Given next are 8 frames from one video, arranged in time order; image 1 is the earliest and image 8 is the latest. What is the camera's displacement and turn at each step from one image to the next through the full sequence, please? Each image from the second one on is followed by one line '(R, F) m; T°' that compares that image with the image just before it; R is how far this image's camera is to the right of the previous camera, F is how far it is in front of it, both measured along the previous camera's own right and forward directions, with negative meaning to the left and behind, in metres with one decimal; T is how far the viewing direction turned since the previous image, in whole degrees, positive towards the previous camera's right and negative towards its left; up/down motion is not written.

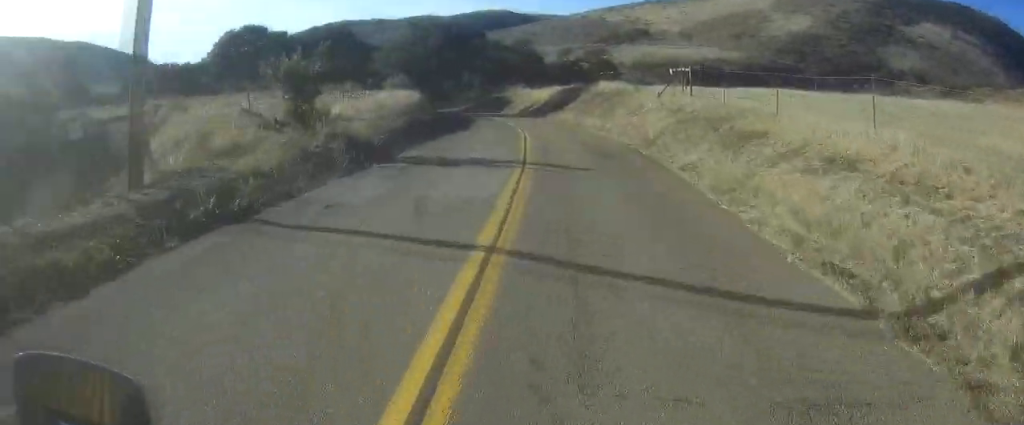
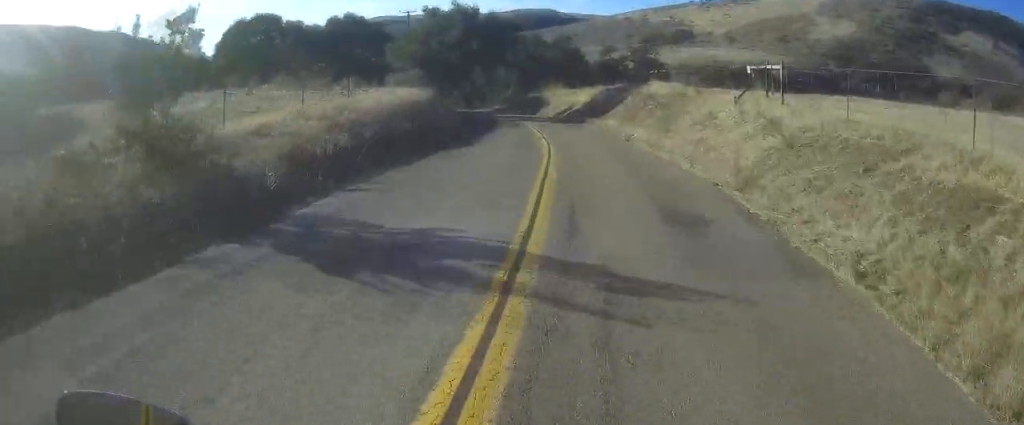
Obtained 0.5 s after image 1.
(+0.2, +9.4) m; -2°
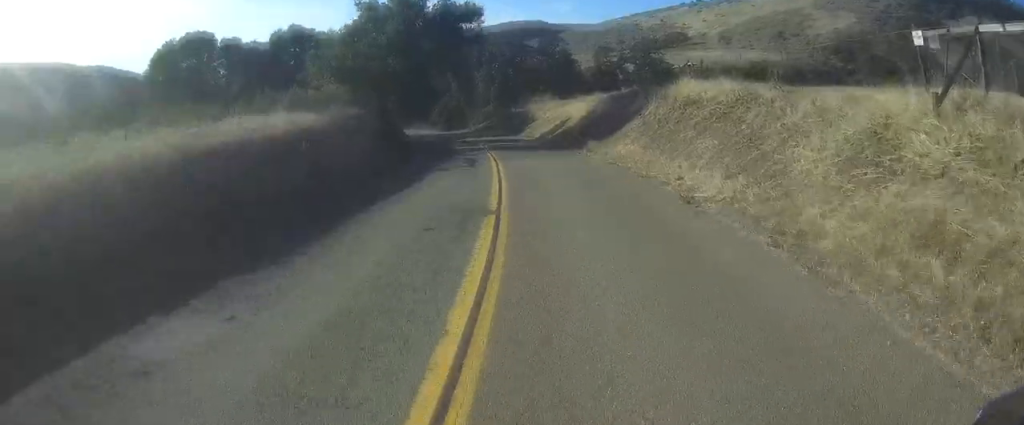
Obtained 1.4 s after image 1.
(-1.0, +15.2) m; -4°
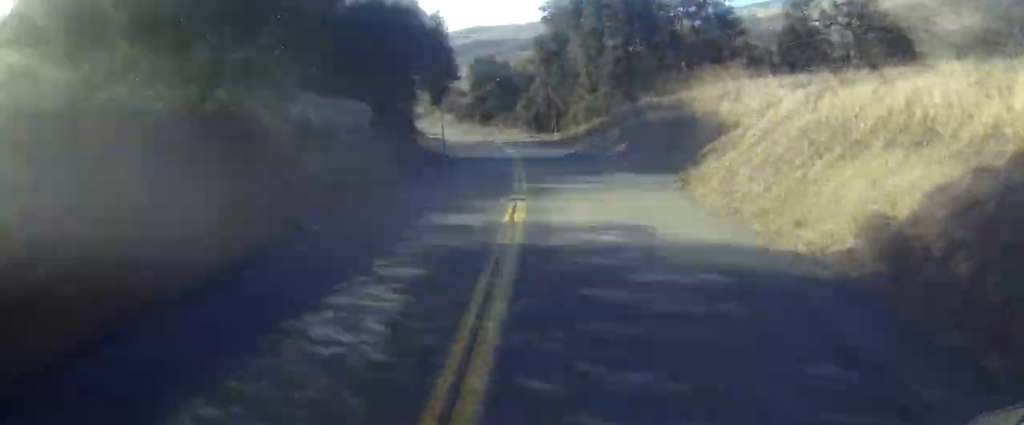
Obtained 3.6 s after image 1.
(-3.8, +37.3) m; -9°
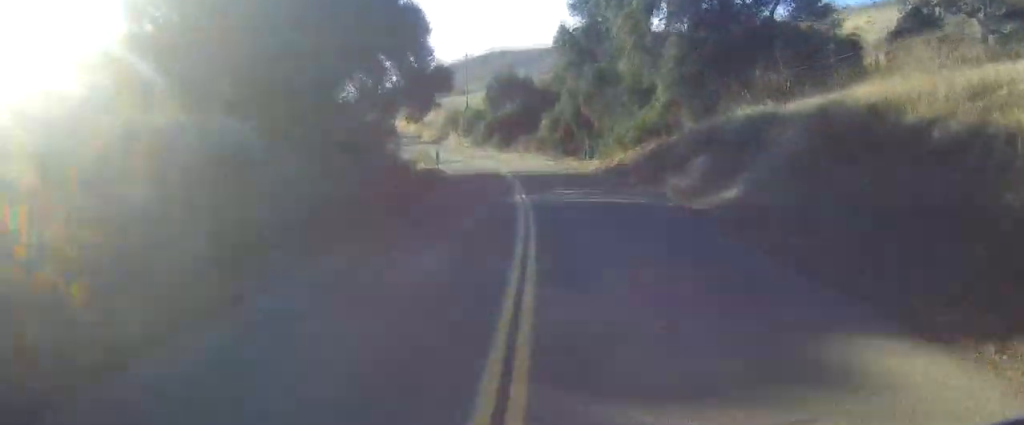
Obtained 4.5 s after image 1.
(+0.2, +13.9) m; 0°
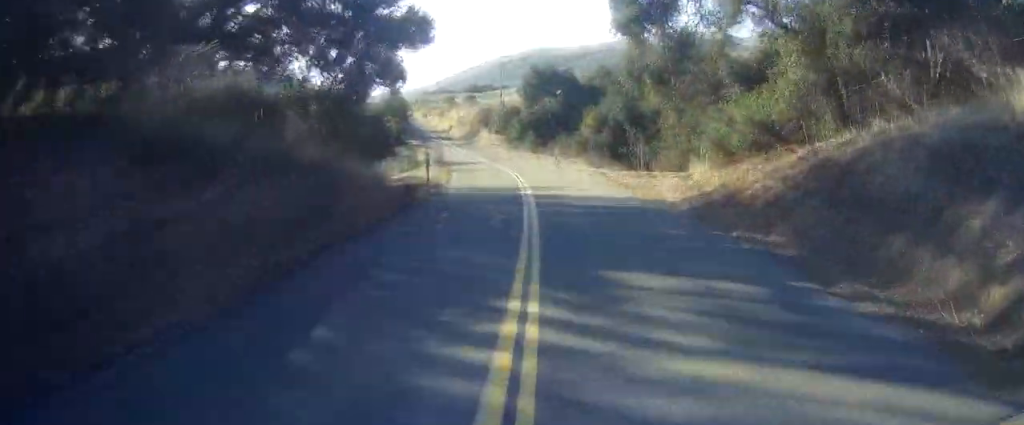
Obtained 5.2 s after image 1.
(0.0, +13.5) m; 0°
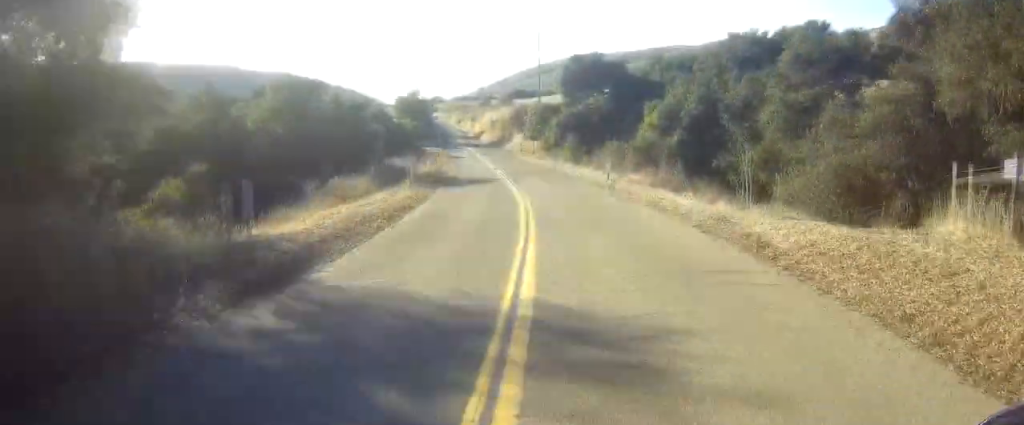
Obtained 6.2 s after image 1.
(0.0, +17.9) m; 0°
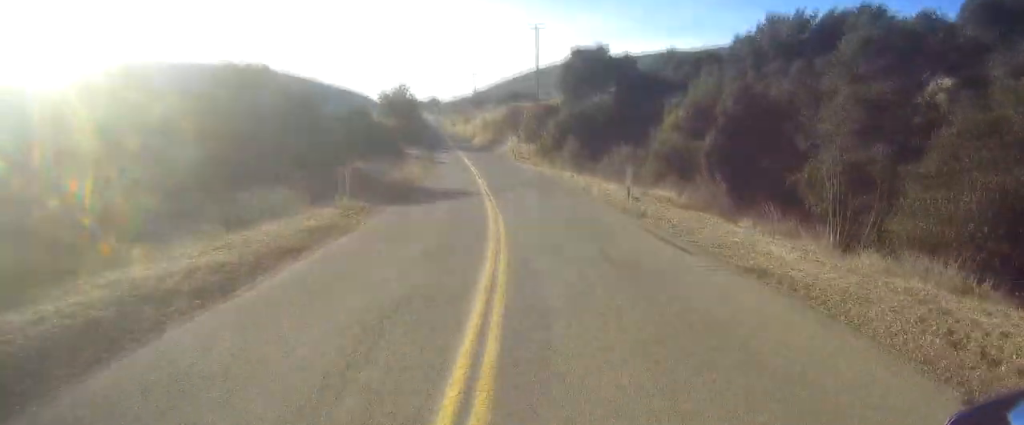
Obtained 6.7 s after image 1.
(0.0, +9.0) m; 0°
